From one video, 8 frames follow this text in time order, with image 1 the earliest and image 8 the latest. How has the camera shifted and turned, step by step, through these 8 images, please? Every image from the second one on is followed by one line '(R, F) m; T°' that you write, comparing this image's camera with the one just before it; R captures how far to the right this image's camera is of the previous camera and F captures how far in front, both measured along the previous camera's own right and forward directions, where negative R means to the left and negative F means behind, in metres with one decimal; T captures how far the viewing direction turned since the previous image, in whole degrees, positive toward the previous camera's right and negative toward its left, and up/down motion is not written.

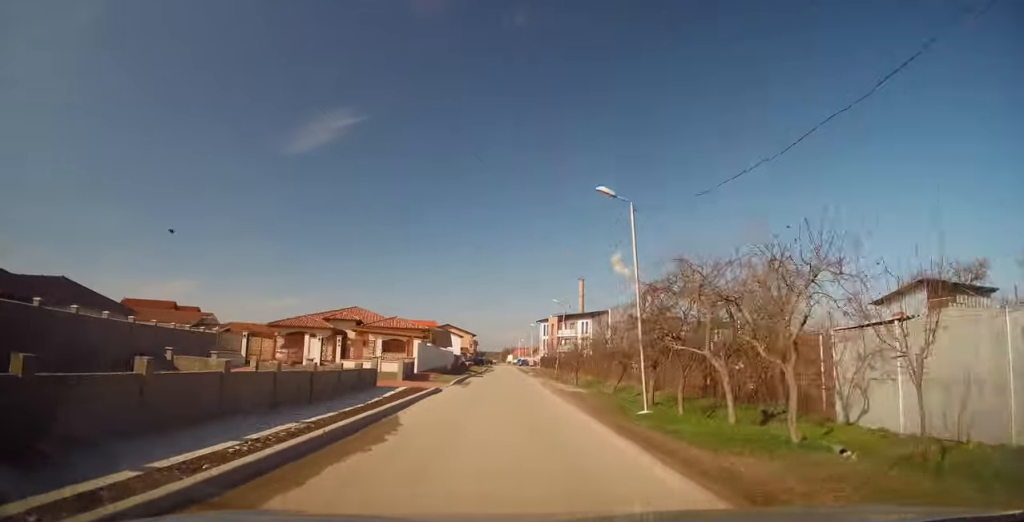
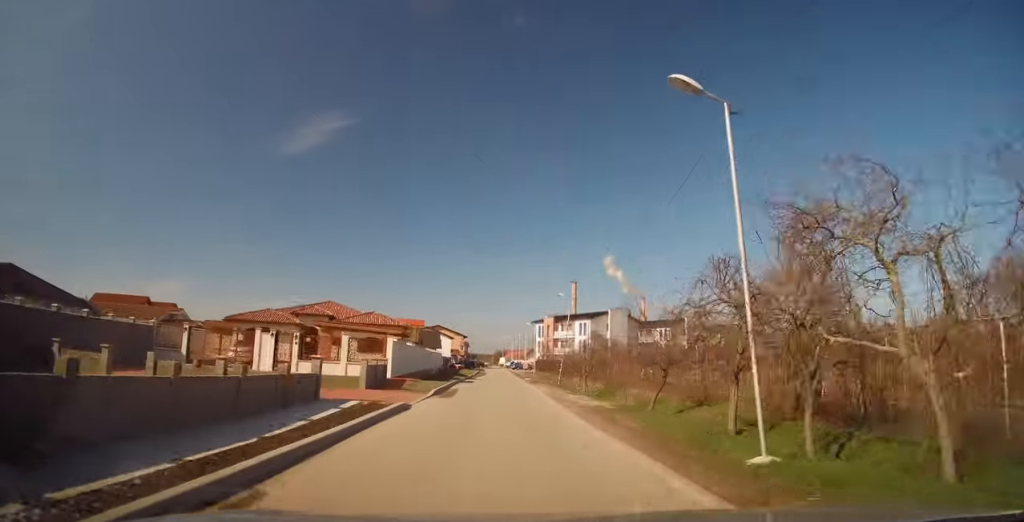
(+0.2, +6.5) m; +2°
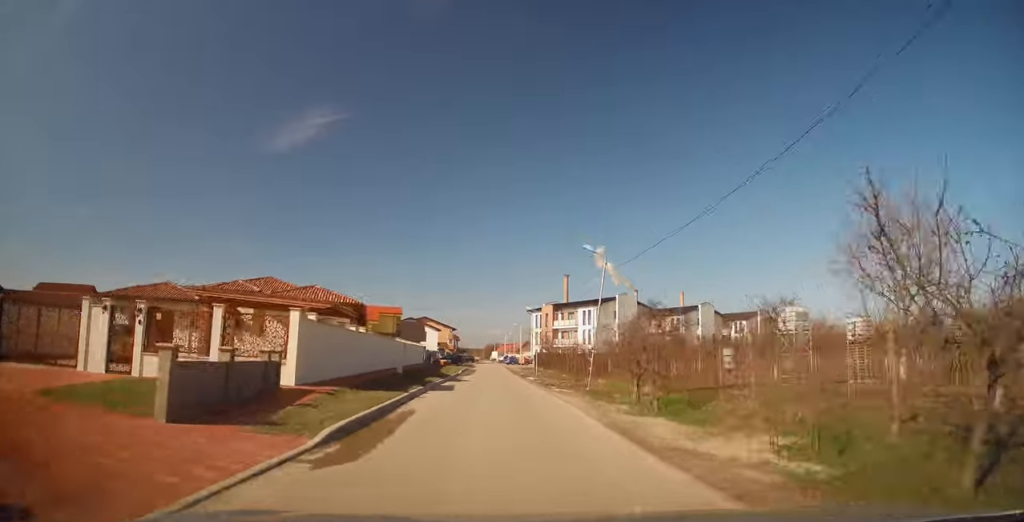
(+0.4, +12.7) m; +2°
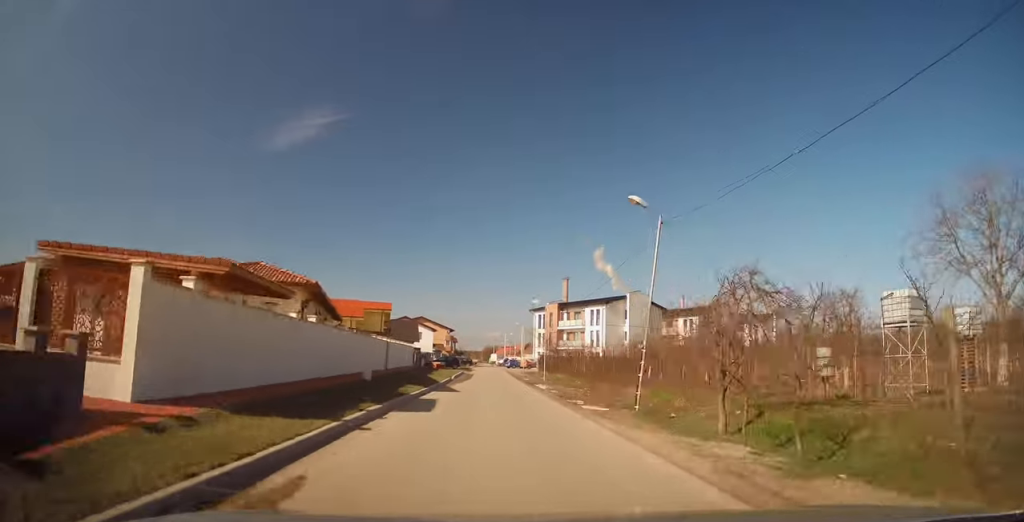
(+0.2, +7.2) m; 0°
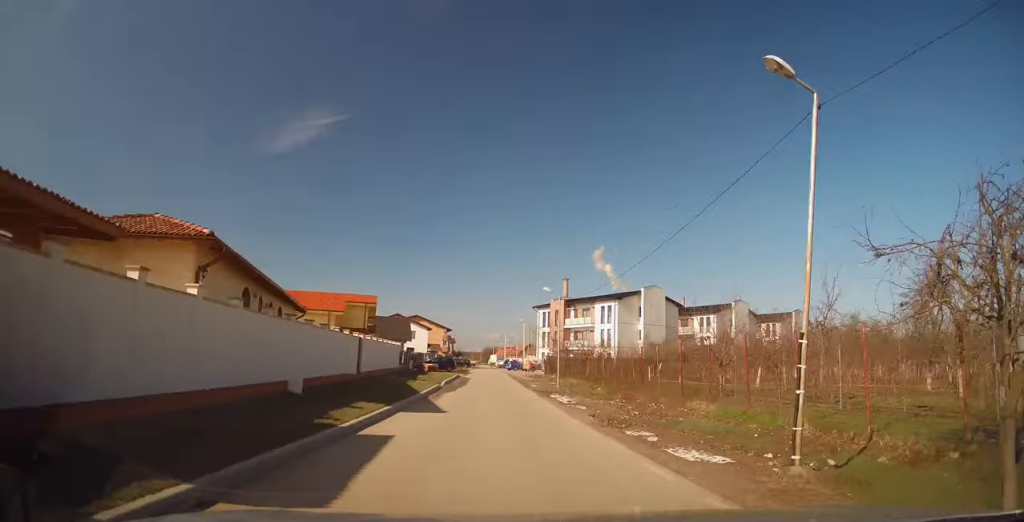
(-0.1, +7.9) m; 0°
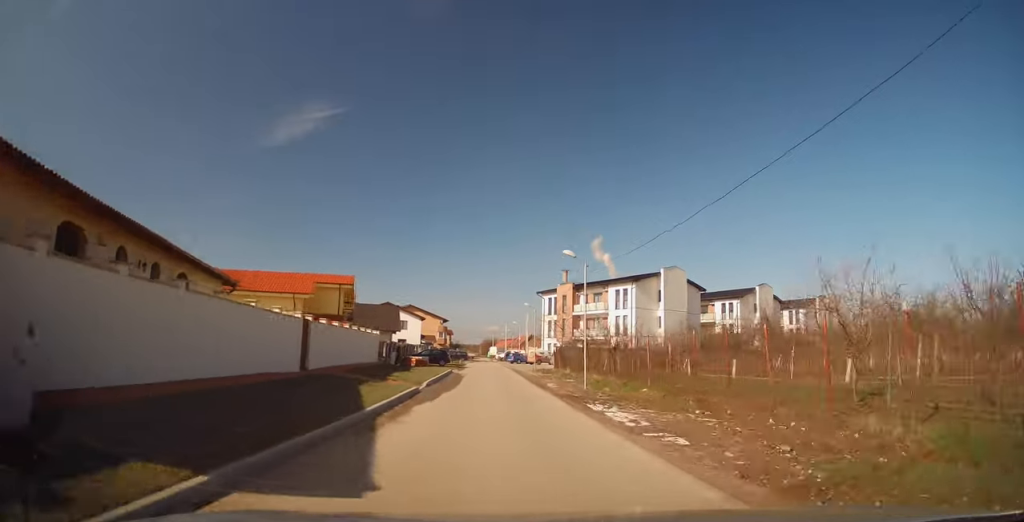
(-0.1, +8.9) m; 0°
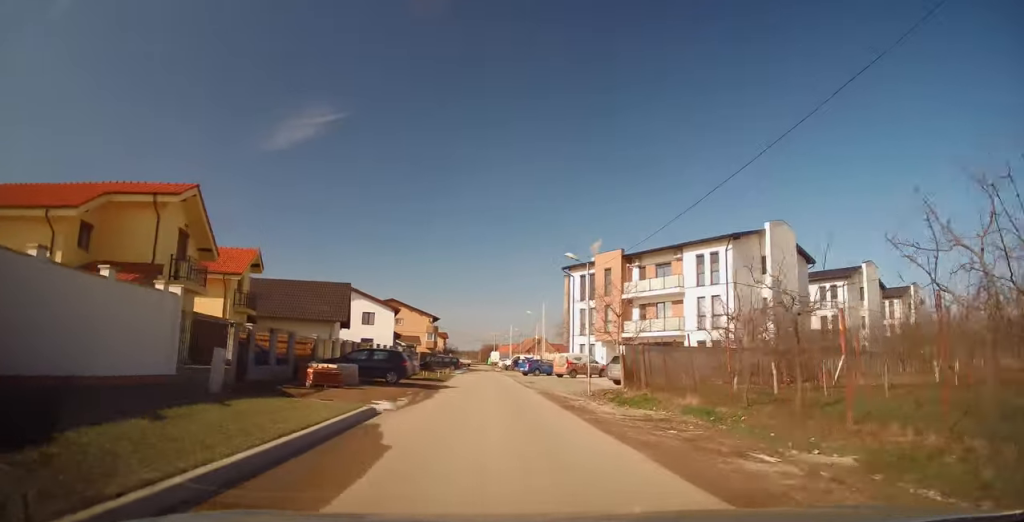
(0.0, +25.5) m; 0°
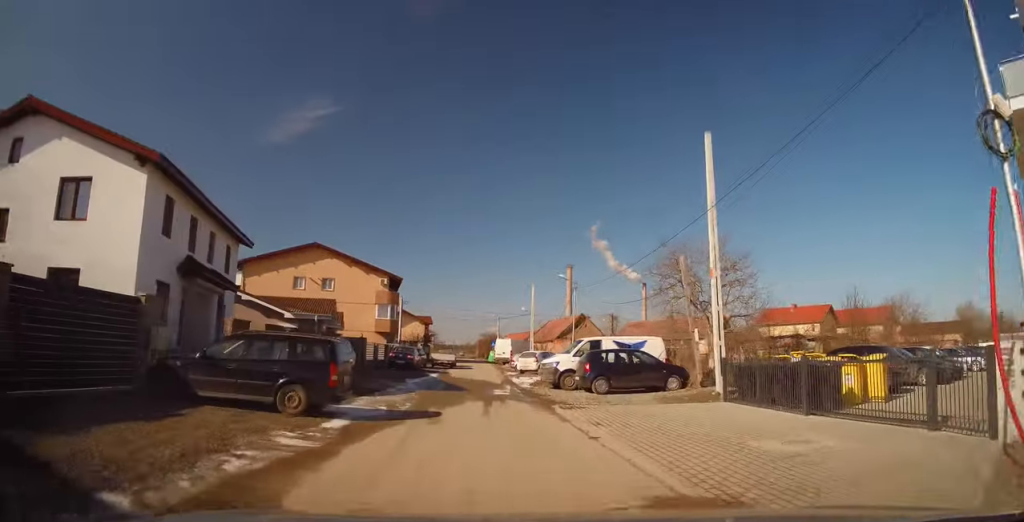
(-0.6, +46.5) m; -1°
